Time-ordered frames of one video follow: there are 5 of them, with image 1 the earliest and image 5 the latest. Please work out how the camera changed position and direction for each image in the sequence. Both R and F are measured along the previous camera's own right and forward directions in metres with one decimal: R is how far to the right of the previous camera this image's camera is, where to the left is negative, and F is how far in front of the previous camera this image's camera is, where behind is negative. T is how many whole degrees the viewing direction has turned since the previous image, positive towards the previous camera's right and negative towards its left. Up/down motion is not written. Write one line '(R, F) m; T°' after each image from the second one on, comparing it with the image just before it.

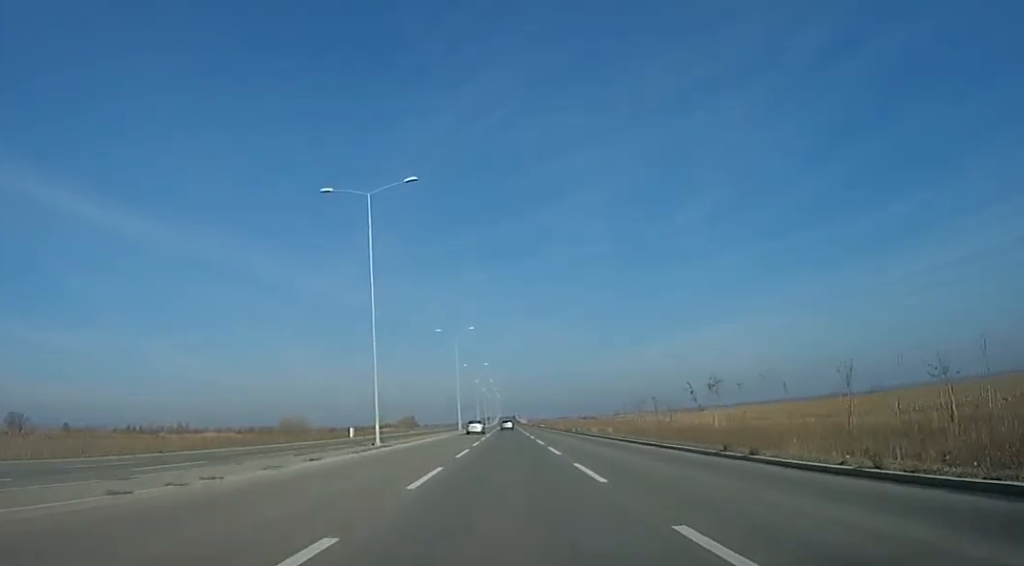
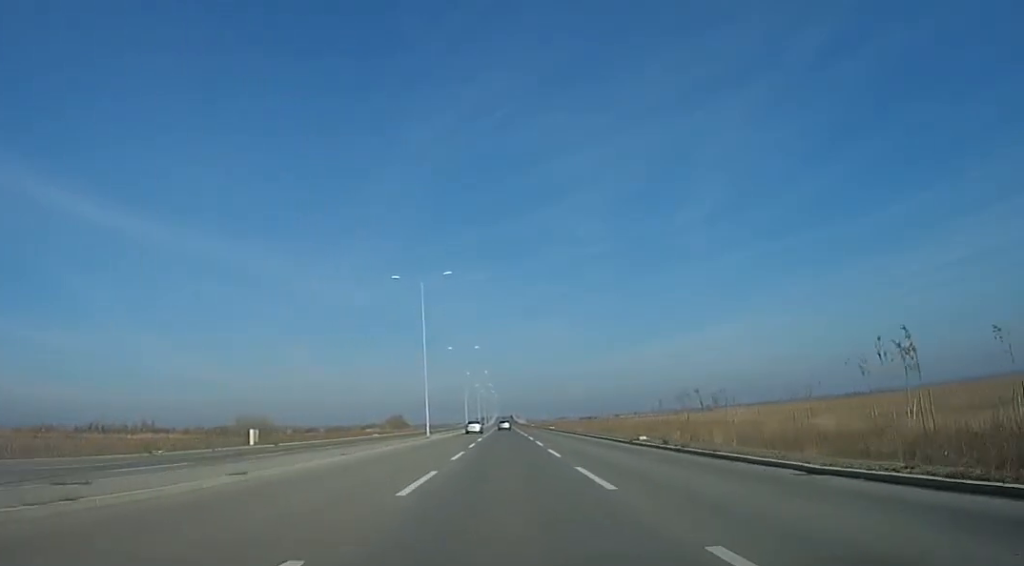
(-0.6, +31.2) m; 0°
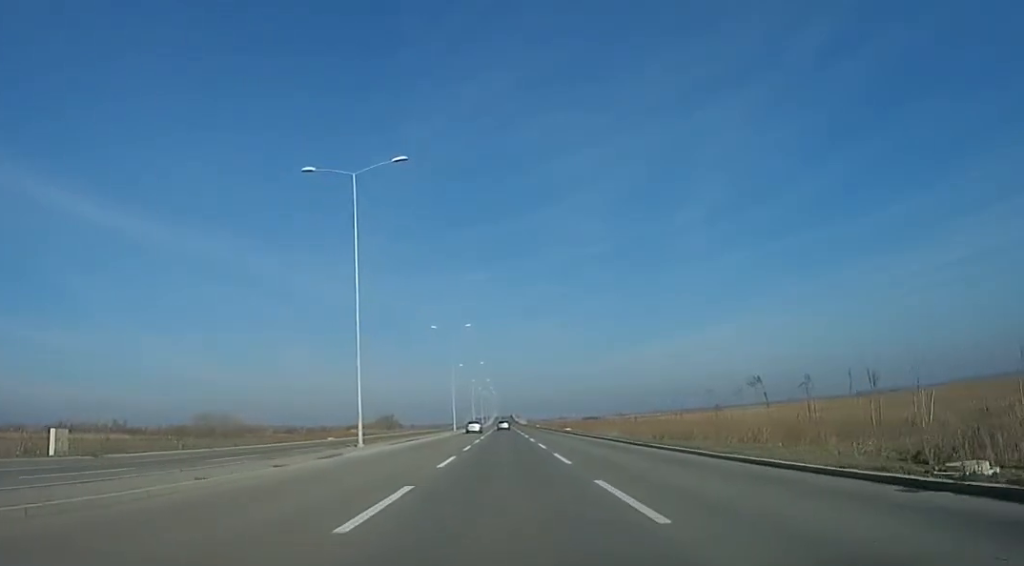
(+0.4, +23.6) m; +1°
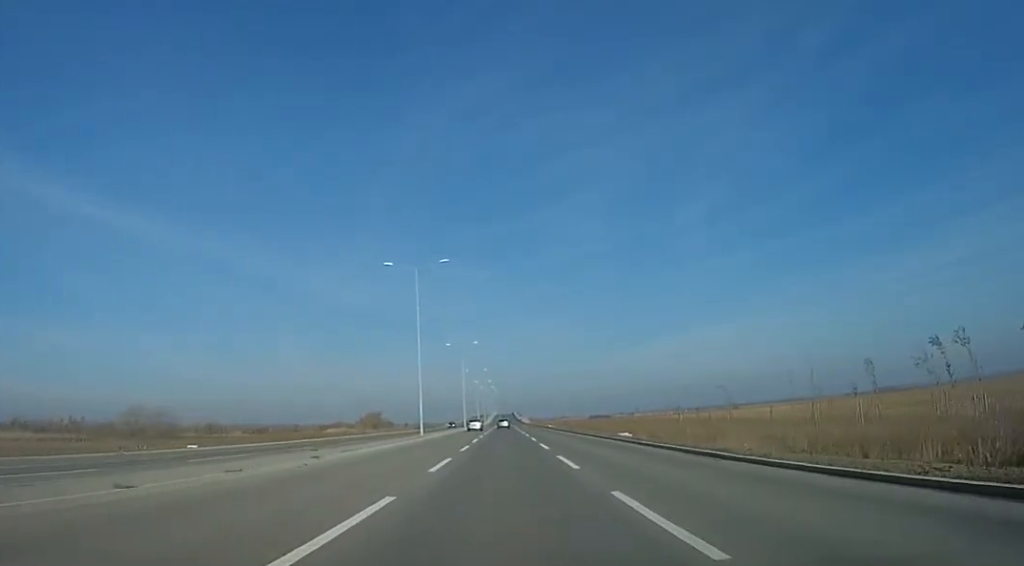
(-0.1, +32.0) m; 0°
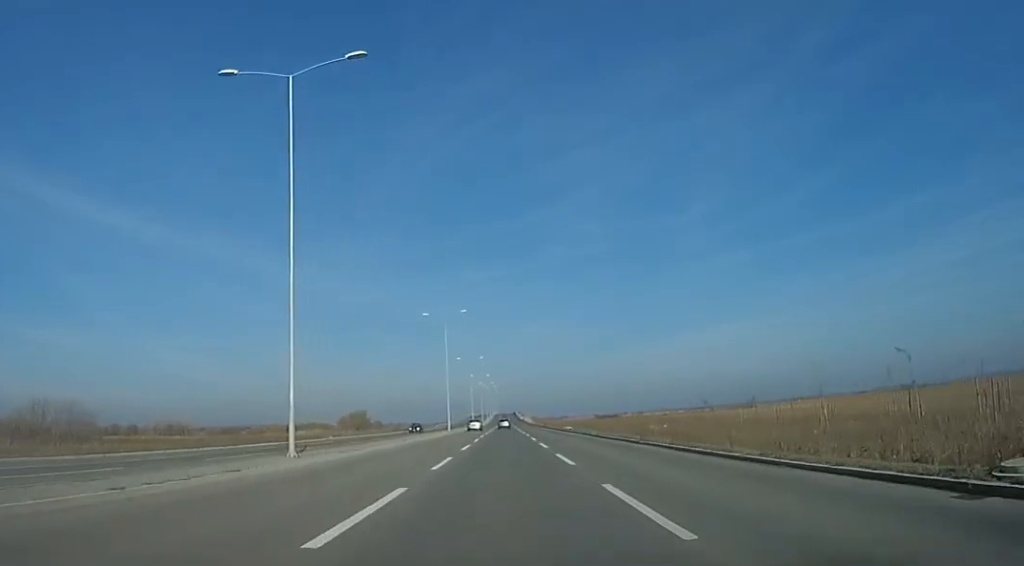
(+0.4, +29.2) m; -1°
